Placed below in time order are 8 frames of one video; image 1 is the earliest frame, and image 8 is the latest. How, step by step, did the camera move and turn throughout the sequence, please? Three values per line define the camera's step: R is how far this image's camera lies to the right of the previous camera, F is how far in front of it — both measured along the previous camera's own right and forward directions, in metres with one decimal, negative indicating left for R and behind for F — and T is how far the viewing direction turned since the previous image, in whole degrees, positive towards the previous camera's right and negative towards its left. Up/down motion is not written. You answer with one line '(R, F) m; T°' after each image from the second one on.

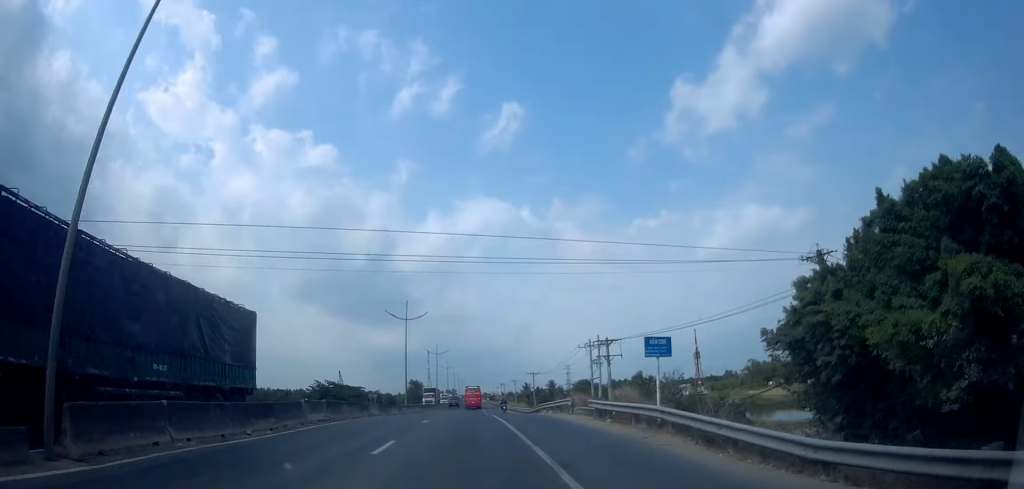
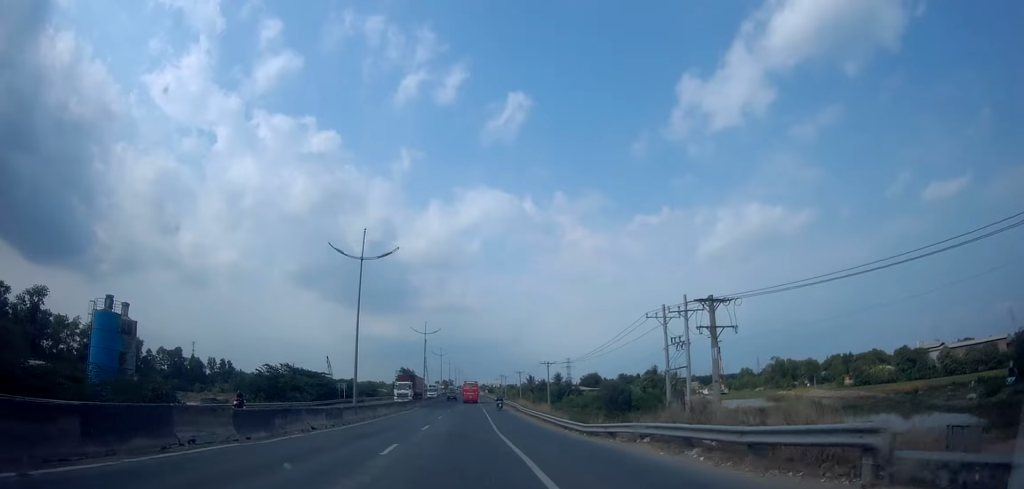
(+0.9, +21.1) m; +2°
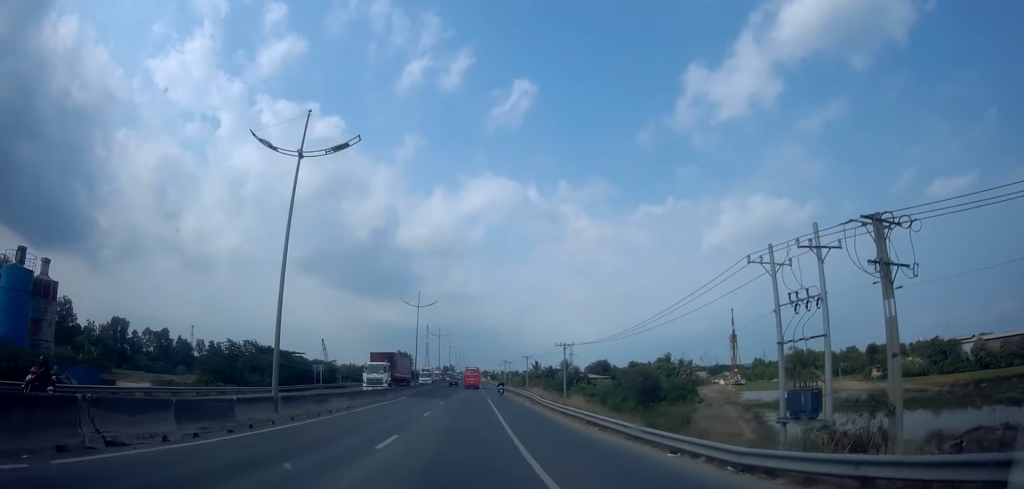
(-0.1, +12.1) m; 0°
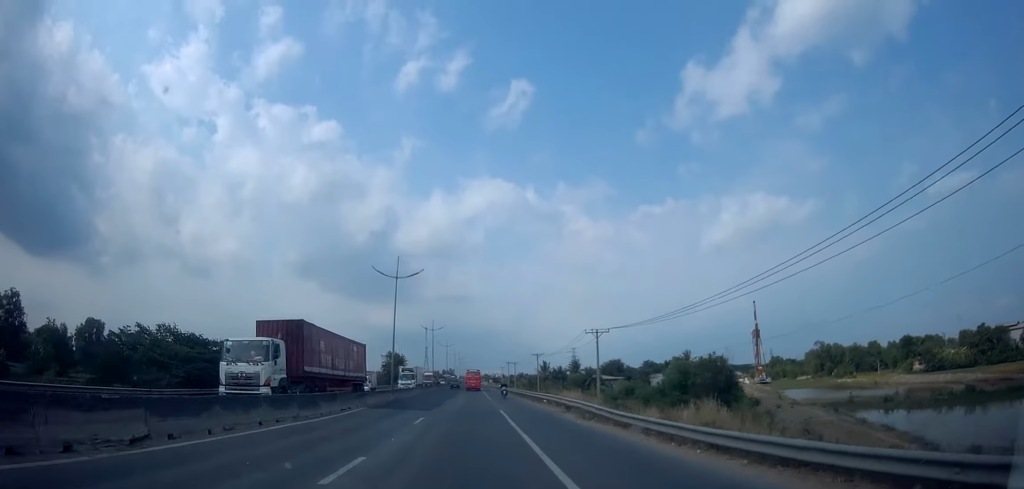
(-0.1, +16.7) m; 0°
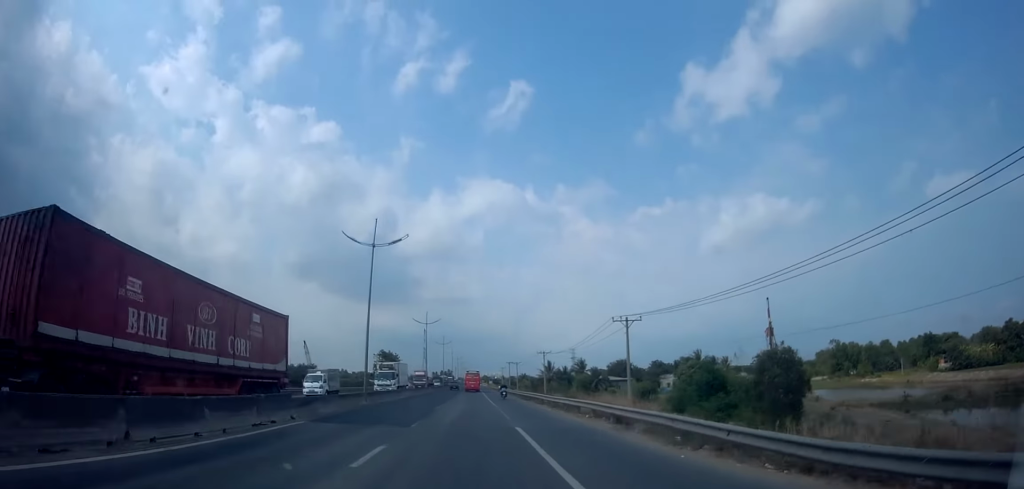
(0.0, +10.0) m; 0°
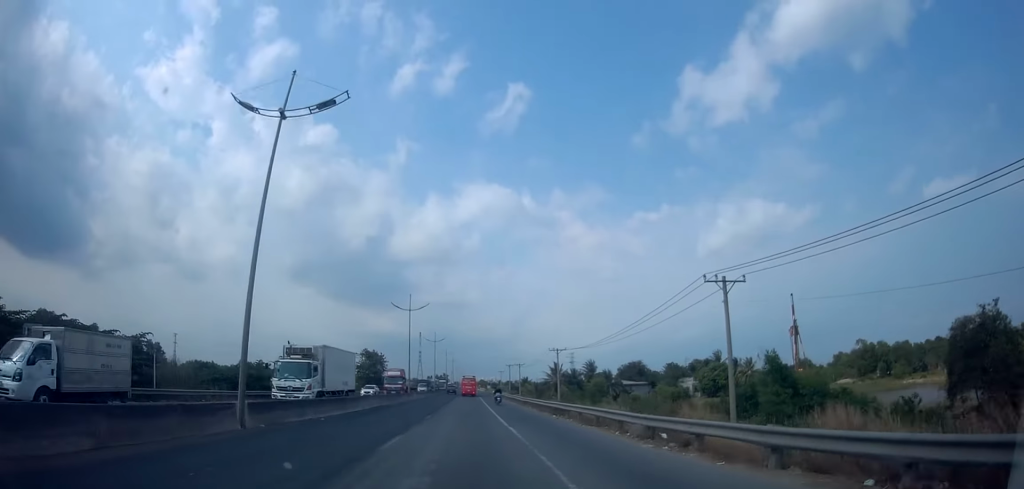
(-0.1, +16.2) m; 0°
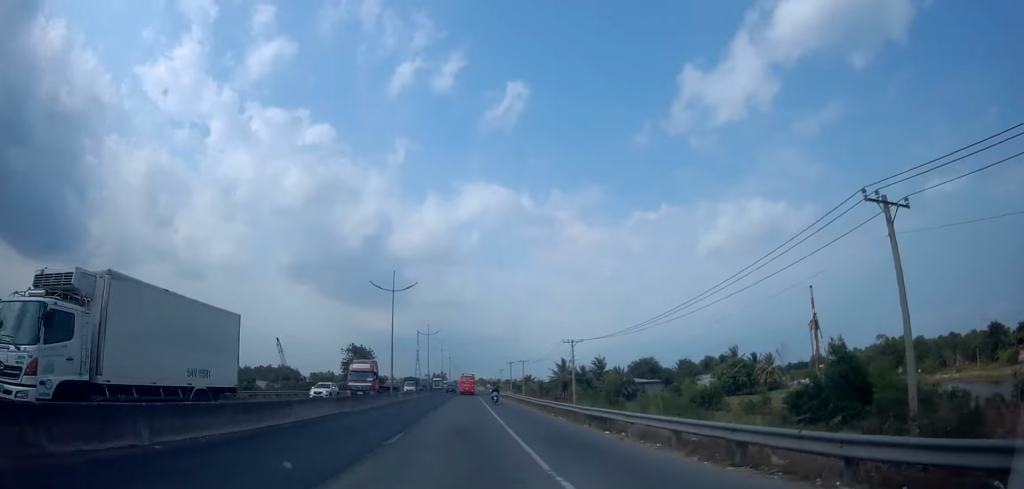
(0.0, +10.6) m; 0°
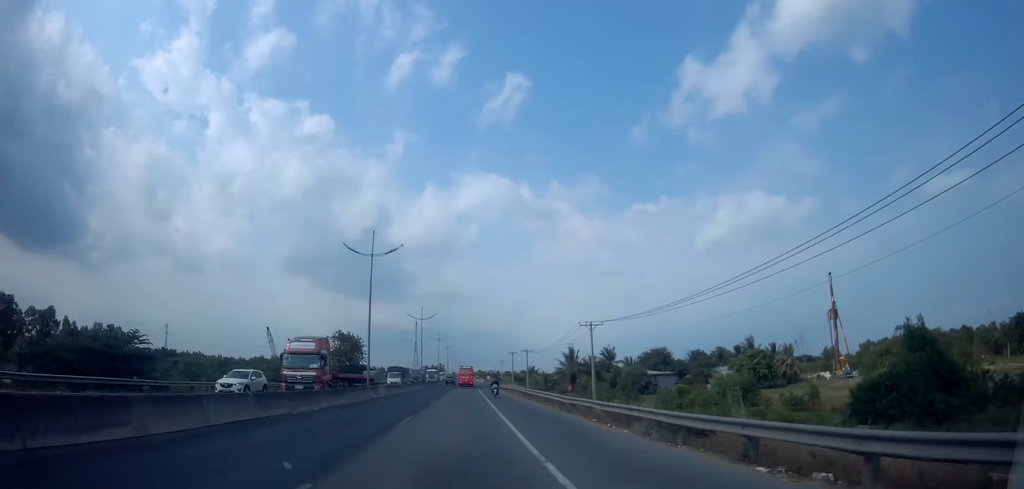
(0.0, +9.4) m; 0°
